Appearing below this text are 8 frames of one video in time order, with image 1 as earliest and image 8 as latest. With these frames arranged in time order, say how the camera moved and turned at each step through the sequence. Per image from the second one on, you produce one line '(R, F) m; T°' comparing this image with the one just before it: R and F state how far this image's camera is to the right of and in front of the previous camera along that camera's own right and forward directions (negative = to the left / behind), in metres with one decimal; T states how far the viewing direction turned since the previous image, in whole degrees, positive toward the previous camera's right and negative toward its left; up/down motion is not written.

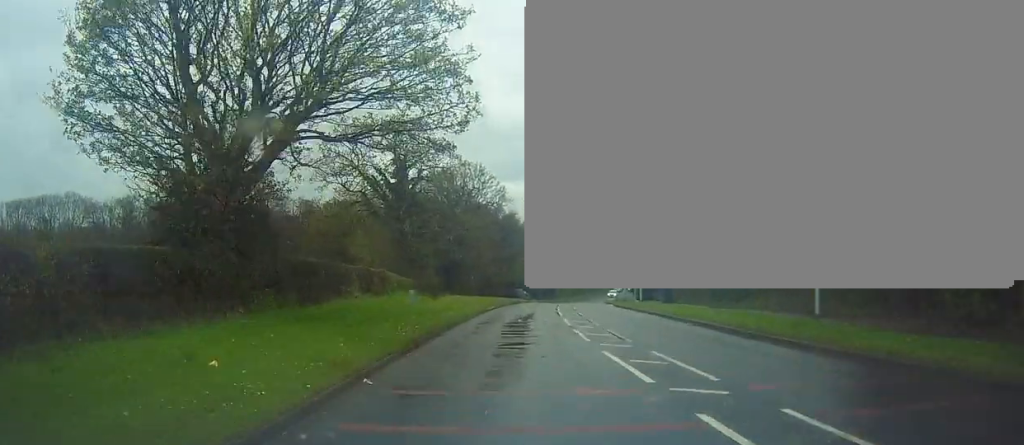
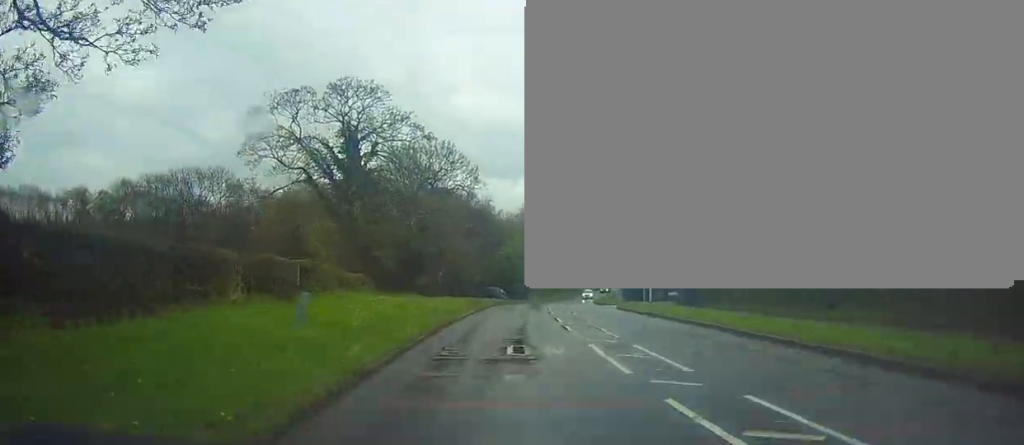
(-0.1, +11.2) m; +2°
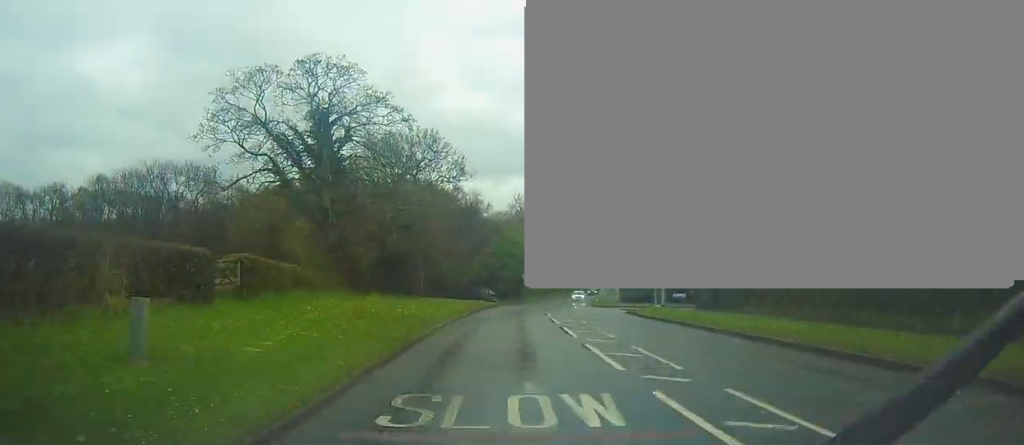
(+0.2, +5.7) m; +1°
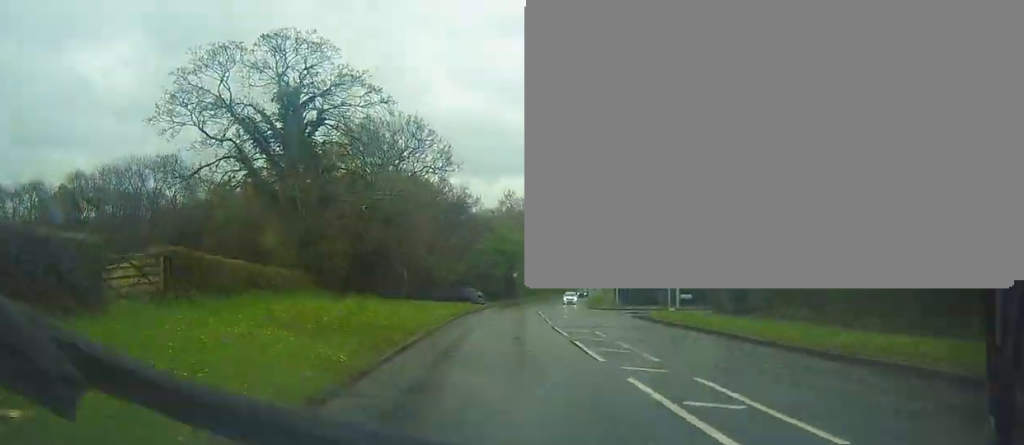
(+0.1, +4.9) m; +1°
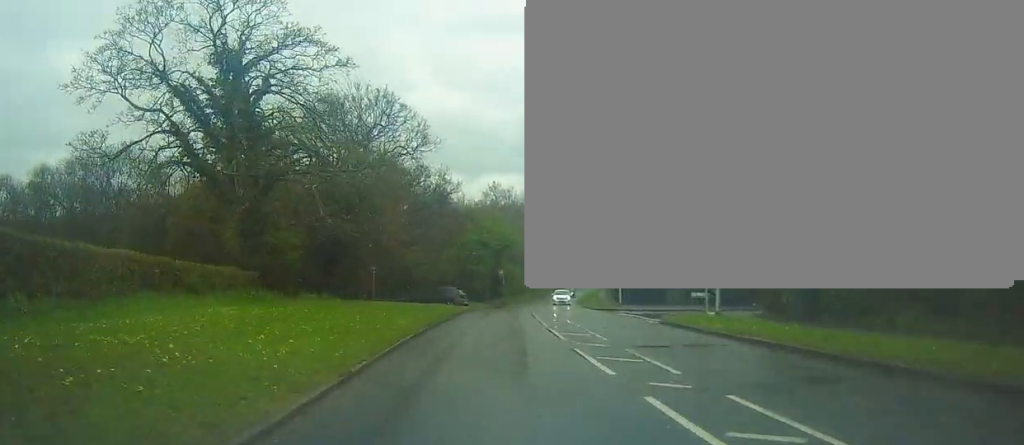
(0.0, +7.6) m; +1°
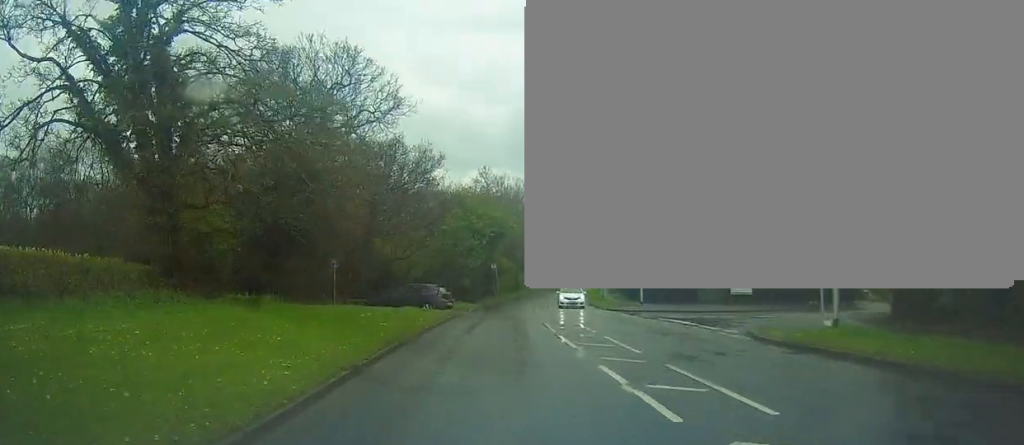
(+0.2, +9.4) m; +1°
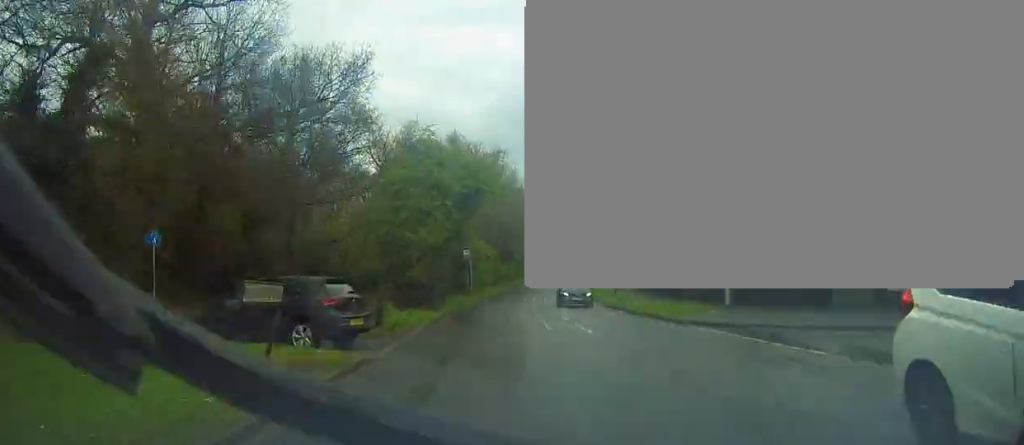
(+0.3, +18.2) m; +3°
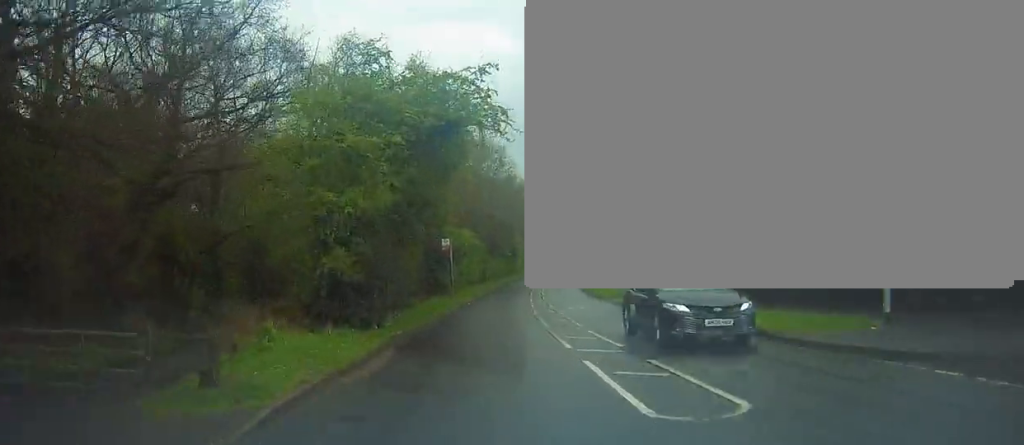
(+0.3, +10.7) m; +2°
